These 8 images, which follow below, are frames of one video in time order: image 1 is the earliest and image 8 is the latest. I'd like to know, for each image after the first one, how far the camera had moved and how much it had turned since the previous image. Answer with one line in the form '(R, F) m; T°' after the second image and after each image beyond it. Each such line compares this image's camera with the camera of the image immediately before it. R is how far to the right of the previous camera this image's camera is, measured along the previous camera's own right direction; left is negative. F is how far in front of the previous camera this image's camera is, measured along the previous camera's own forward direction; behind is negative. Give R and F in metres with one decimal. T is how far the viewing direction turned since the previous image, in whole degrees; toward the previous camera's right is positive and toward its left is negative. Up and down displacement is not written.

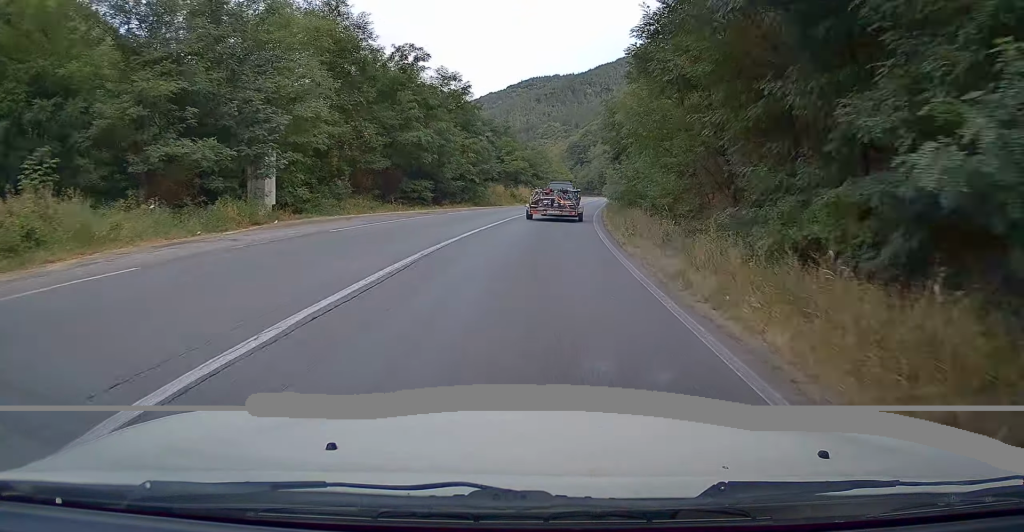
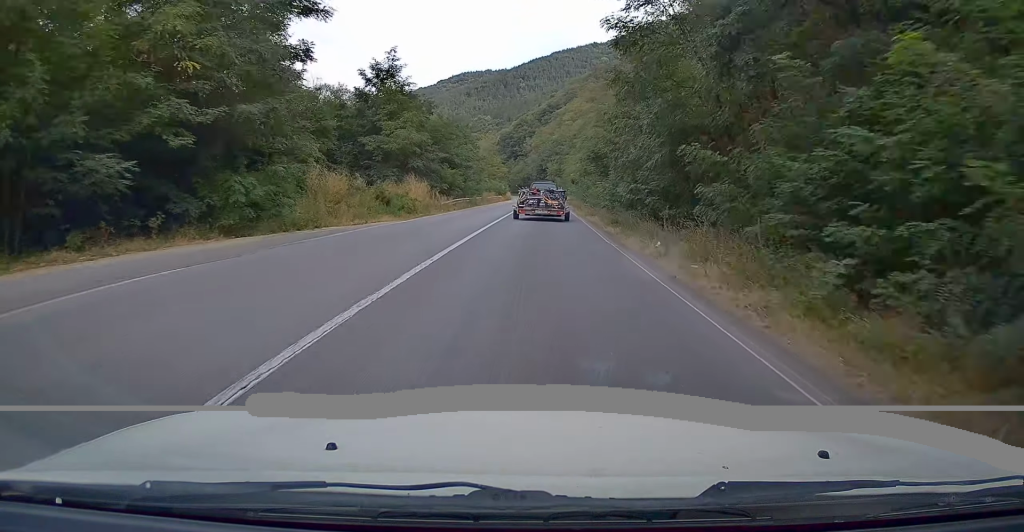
(+2.7, +35.1) m; +9°
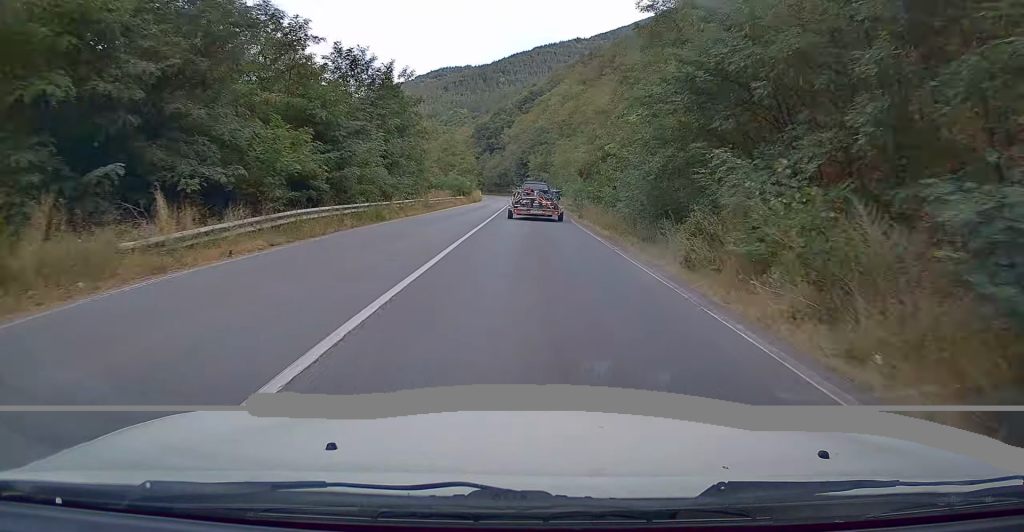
(+1.4, +29.8) m; +4°
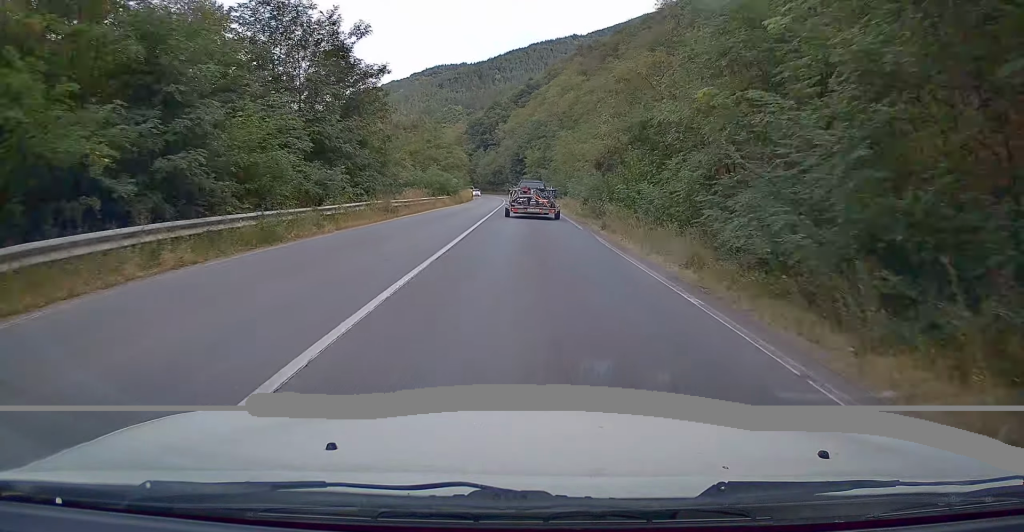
(+0.1, +10.5) m; +1°
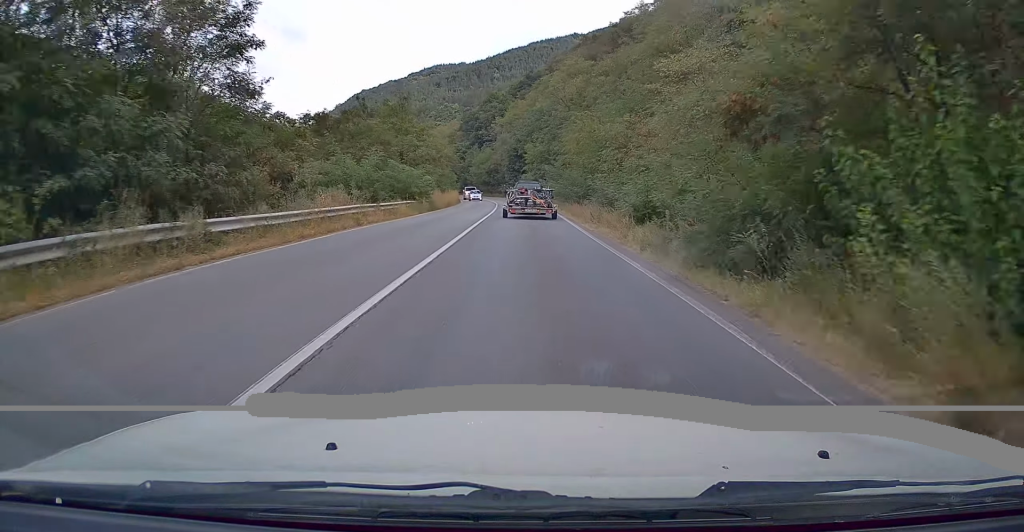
(+0.3, +18.3) m; 0°
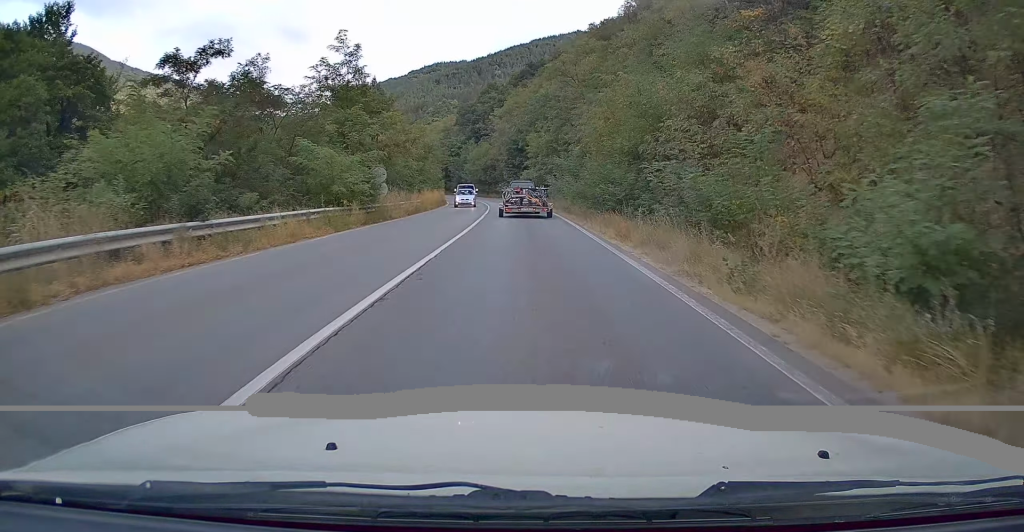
(-0.2, +16.2) m; -1°
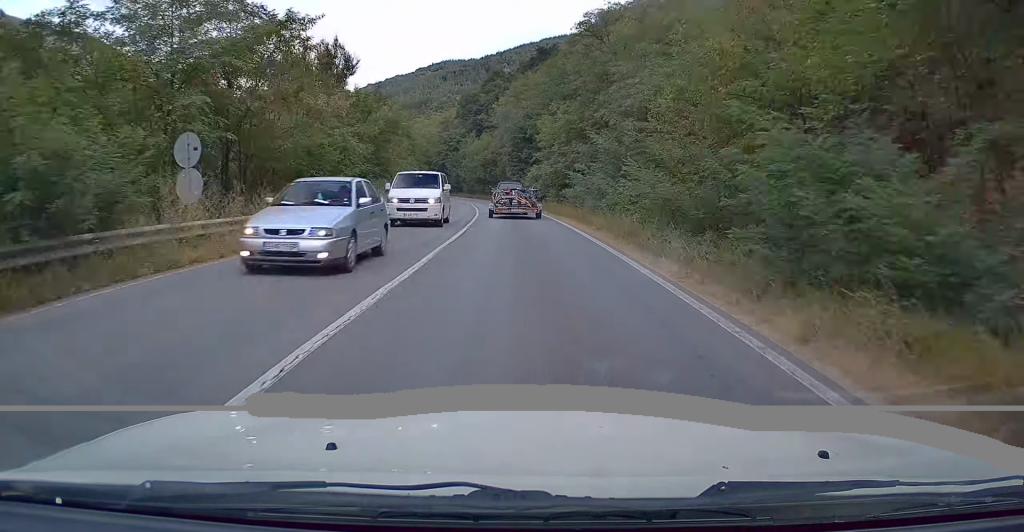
(-0.1, +18.9) m; -1°
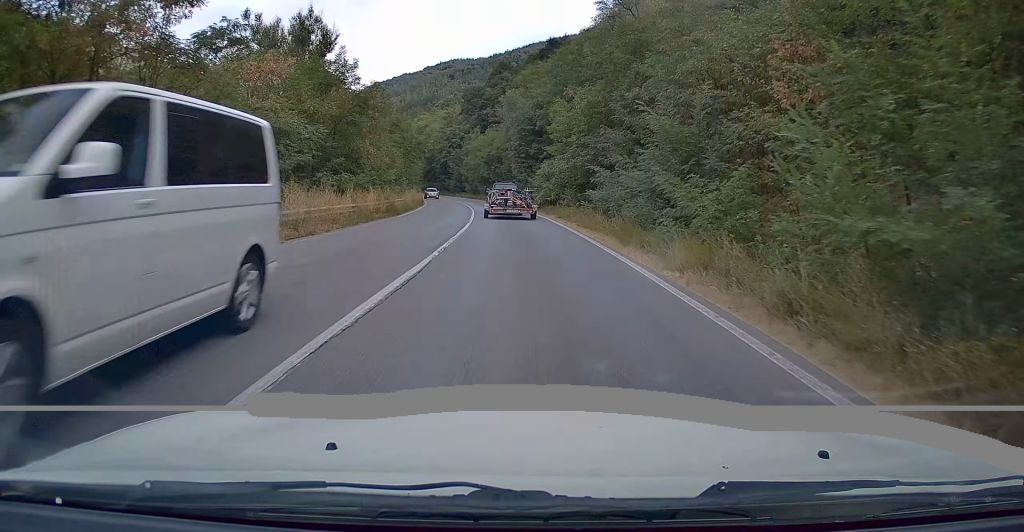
(0.0, +9.1) m; -1°
